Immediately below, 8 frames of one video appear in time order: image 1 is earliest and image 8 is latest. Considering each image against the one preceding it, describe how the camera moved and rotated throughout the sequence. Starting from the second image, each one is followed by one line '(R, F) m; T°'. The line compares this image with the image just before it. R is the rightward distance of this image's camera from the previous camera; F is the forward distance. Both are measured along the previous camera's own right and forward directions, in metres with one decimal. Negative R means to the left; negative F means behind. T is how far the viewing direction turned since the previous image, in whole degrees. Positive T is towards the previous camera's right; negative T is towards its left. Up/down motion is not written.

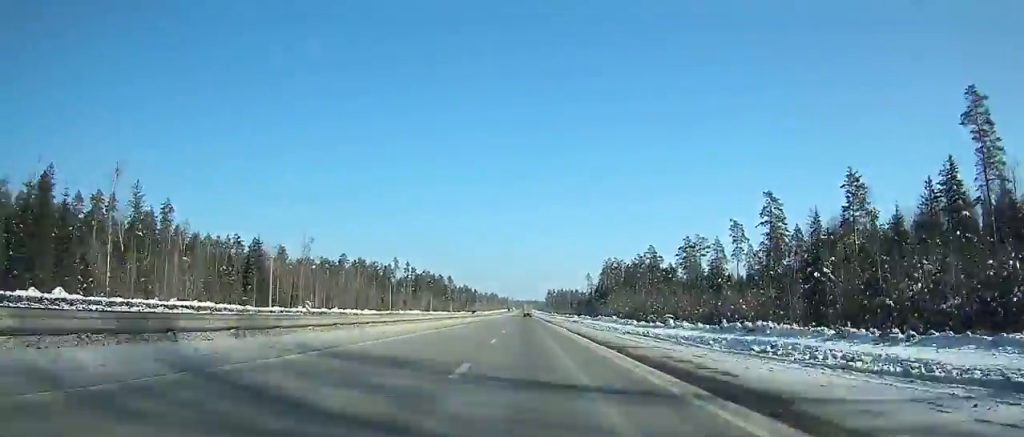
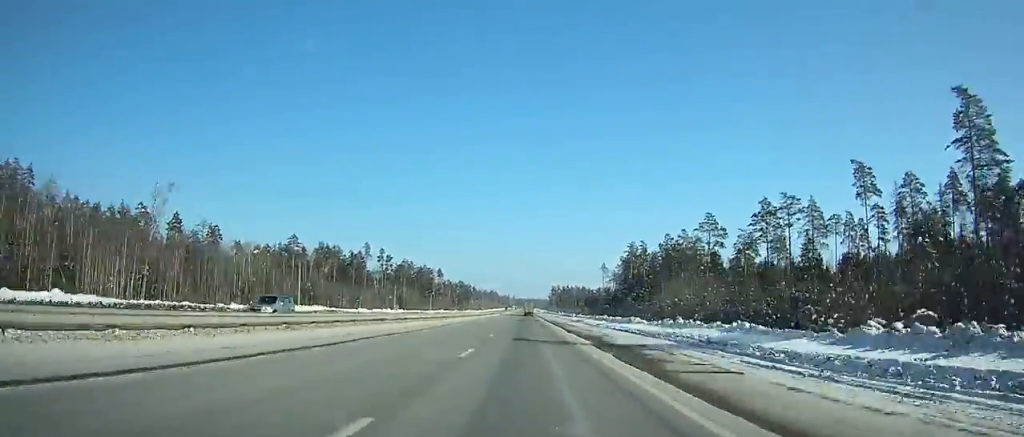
(+0.2, +69.1) m; 0°
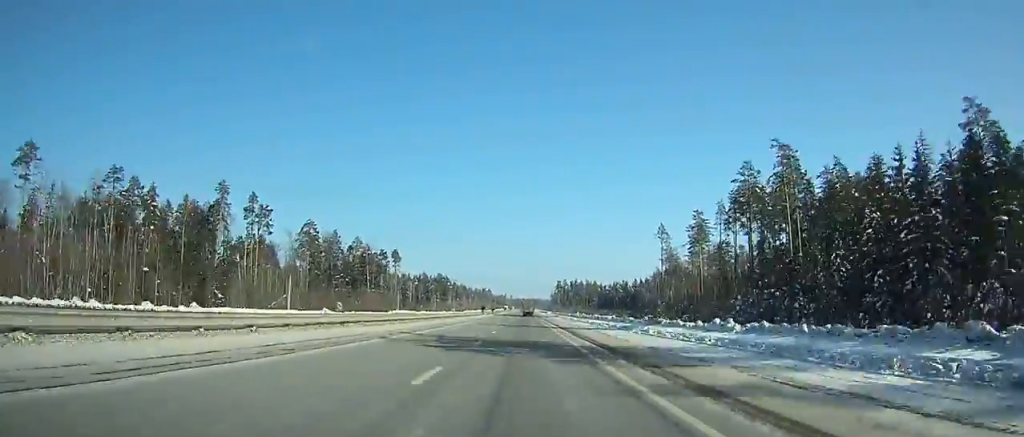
(-0.8, +138.4) m; -1°
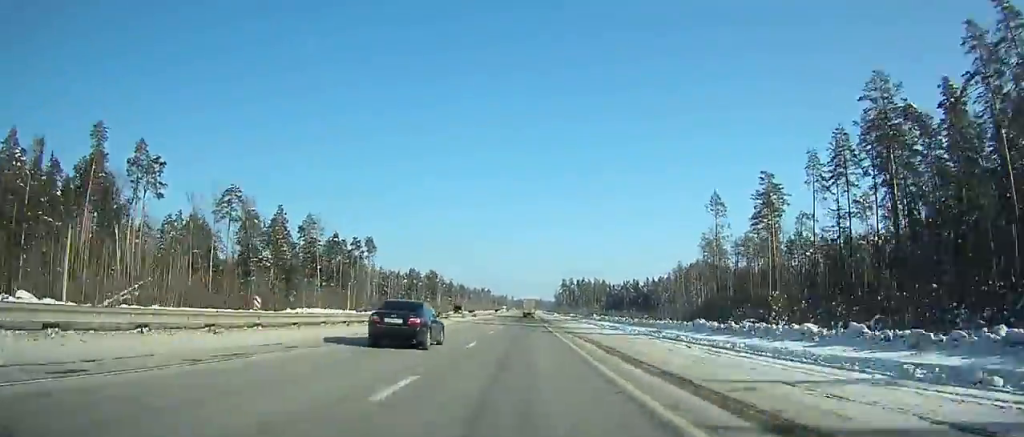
(0.0, +51.2) m; 0°
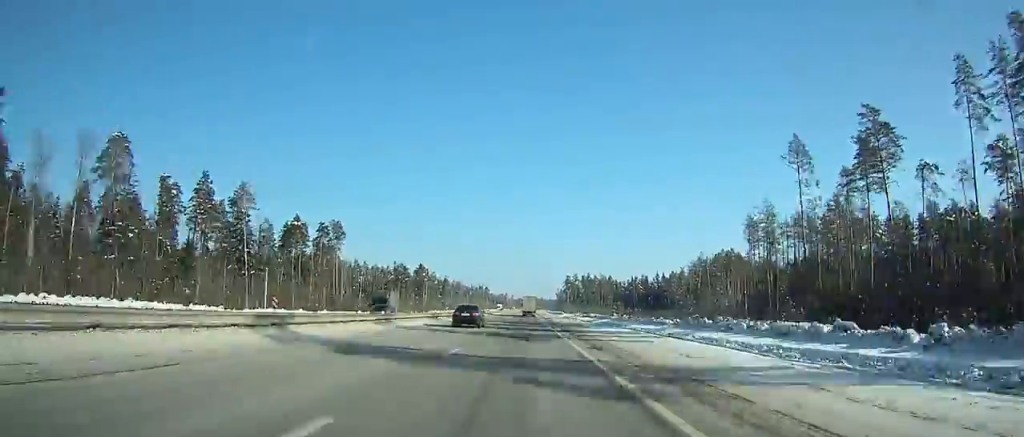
(0.0, +40.8) m; 0°
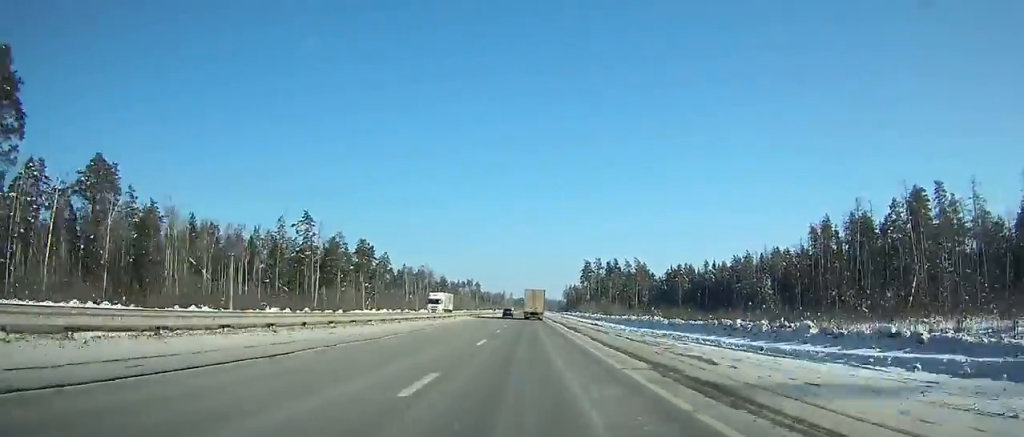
(-0.3, +138.9) m; 0°
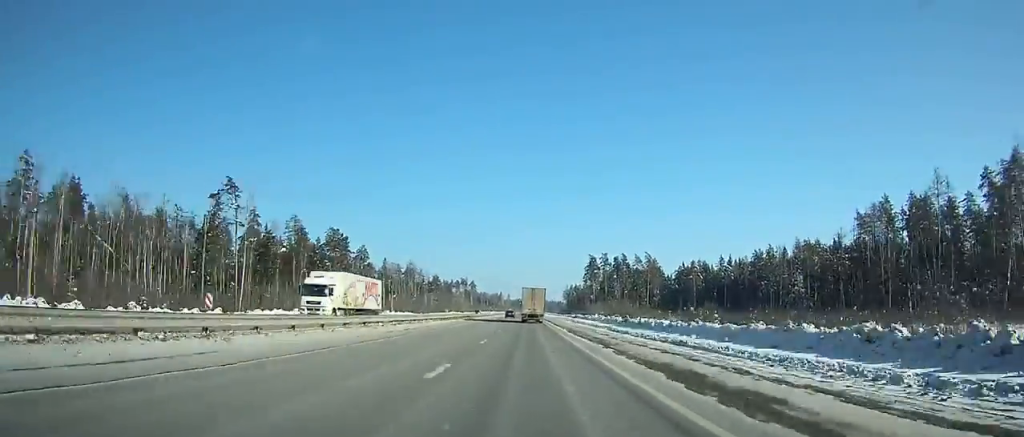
(+0.1, +33.8) m; 0°
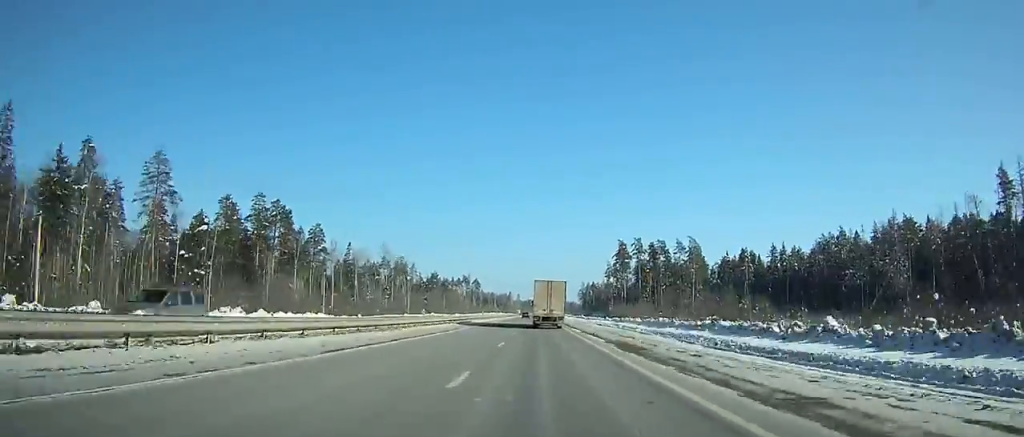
(-0.4, +62.8) m; 0°
